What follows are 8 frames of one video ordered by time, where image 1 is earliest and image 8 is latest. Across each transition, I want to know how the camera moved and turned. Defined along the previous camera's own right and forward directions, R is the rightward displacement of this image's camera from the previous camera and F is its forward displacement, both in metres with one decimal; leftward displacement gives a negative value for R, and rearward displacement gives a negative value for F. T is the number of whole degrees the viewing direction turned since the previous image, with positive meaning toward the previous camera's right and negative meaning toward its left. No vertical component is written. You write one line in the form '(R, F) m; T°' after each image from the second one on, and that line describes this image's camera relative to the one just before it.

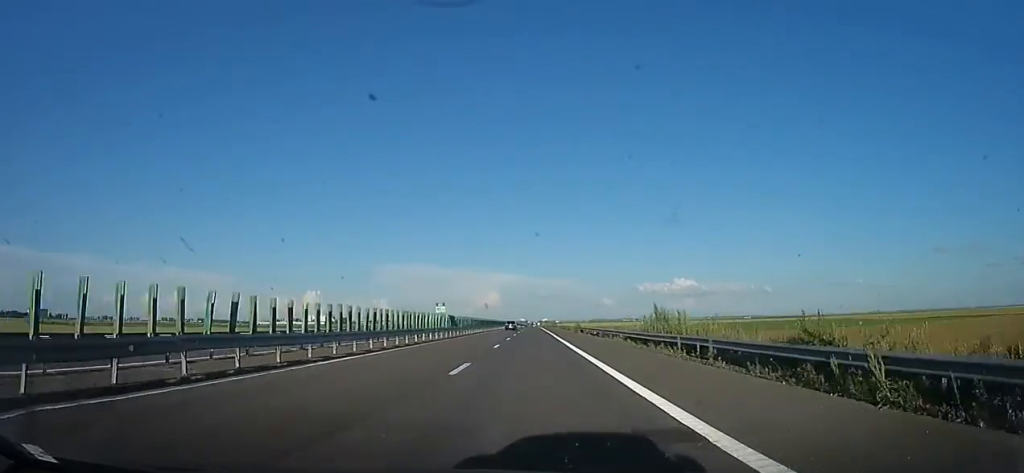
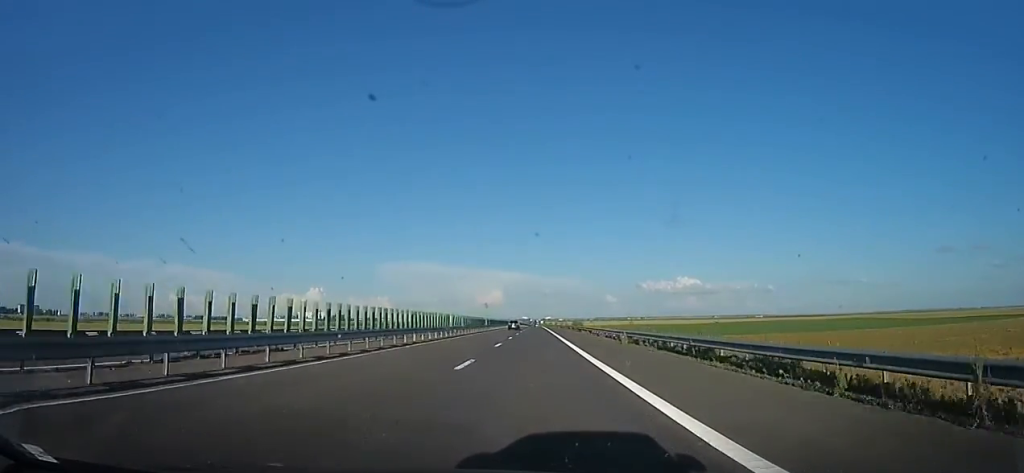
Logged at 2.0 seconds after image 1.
(+0.1, +72.3) m; -1°
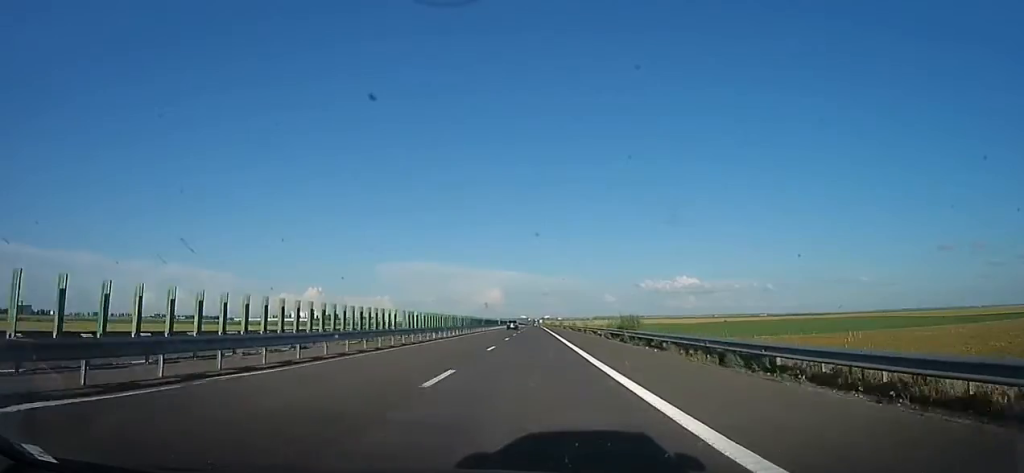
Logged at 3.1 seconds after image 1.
(0.0, +40.4) m; +1°
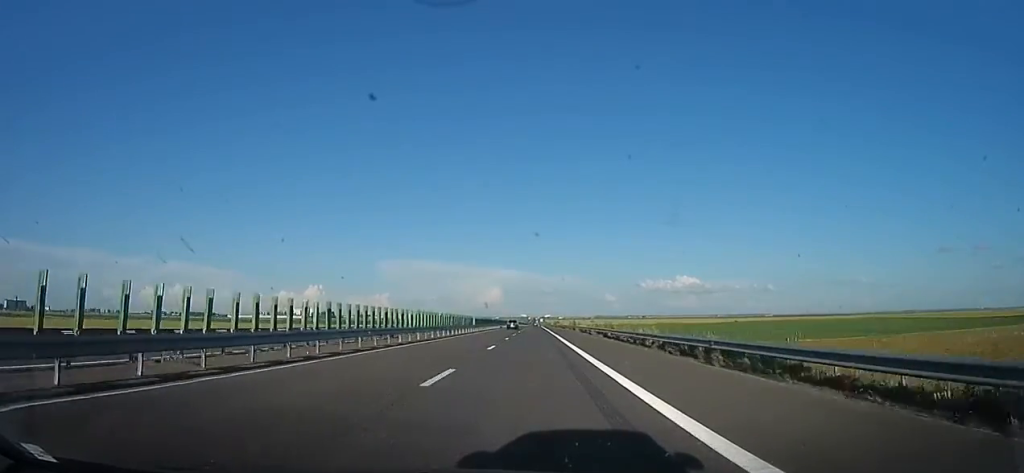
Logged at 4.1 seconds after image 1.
(+0.5, +36.3) m; +1°
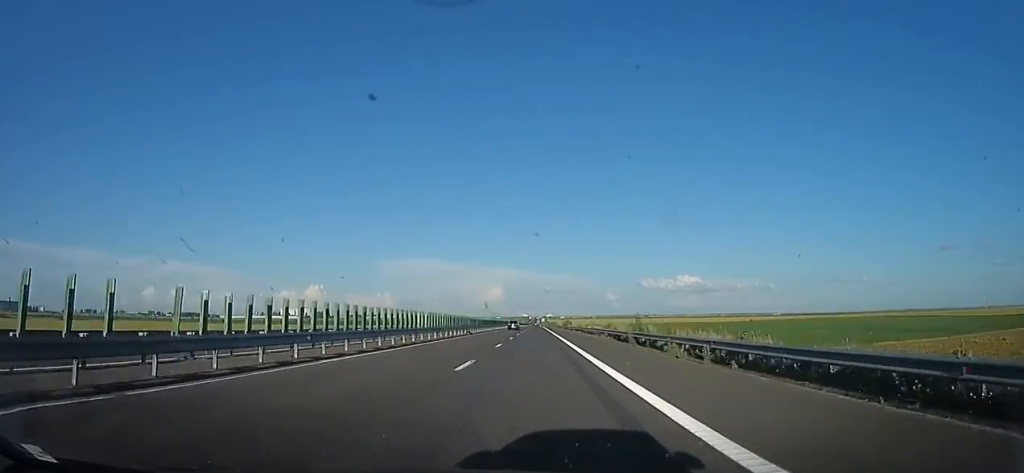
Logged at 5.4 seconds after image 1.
(-0.5, +45.4) m; 0°
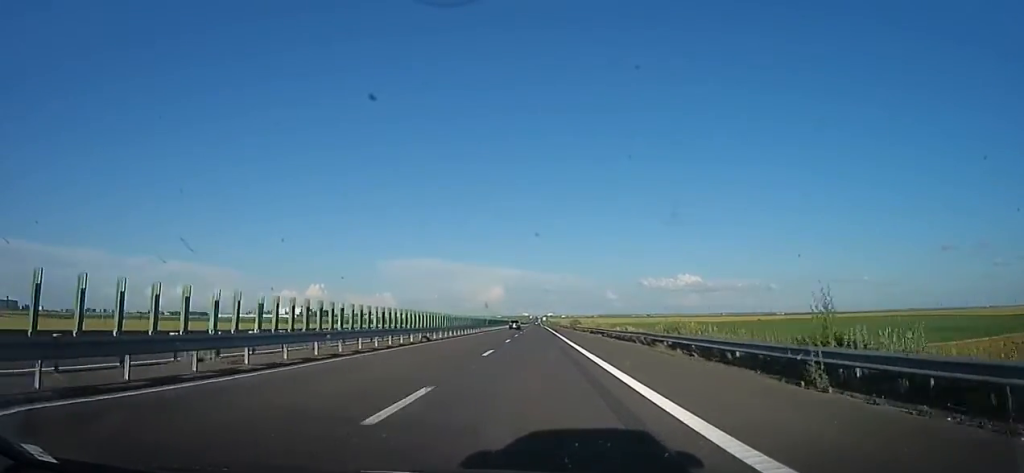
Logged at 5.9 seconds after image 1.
(-0.1, +18.8) m; +1°
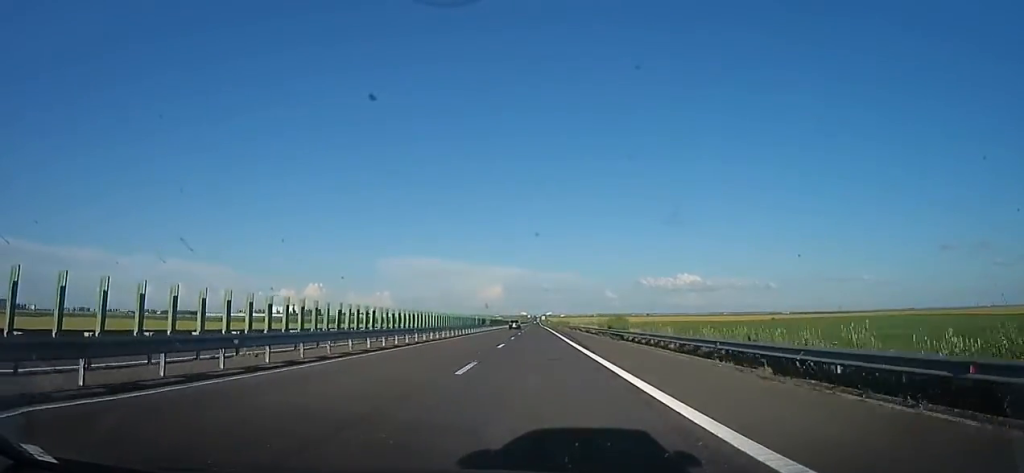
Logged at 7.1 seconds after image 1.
(+1.4, +43.0) m; +1°
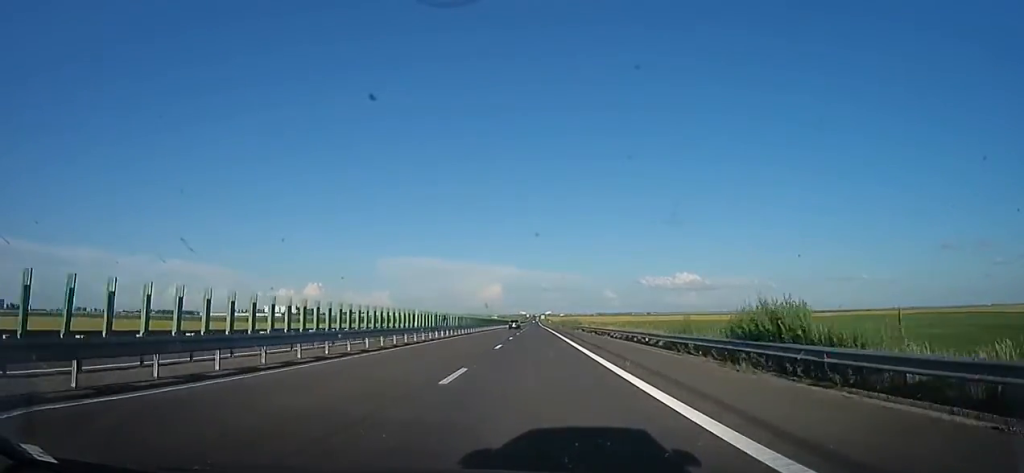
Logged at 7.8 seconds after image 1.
(+0.1, +26.1) m; -1°
